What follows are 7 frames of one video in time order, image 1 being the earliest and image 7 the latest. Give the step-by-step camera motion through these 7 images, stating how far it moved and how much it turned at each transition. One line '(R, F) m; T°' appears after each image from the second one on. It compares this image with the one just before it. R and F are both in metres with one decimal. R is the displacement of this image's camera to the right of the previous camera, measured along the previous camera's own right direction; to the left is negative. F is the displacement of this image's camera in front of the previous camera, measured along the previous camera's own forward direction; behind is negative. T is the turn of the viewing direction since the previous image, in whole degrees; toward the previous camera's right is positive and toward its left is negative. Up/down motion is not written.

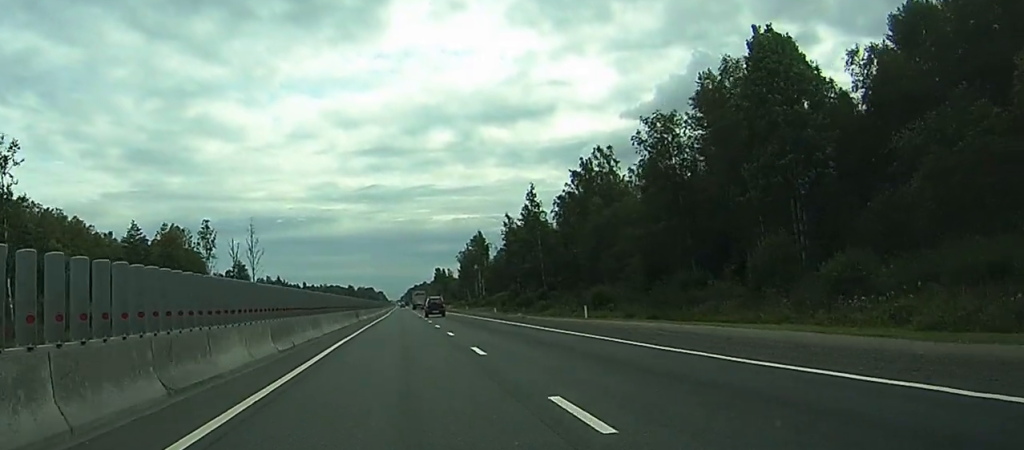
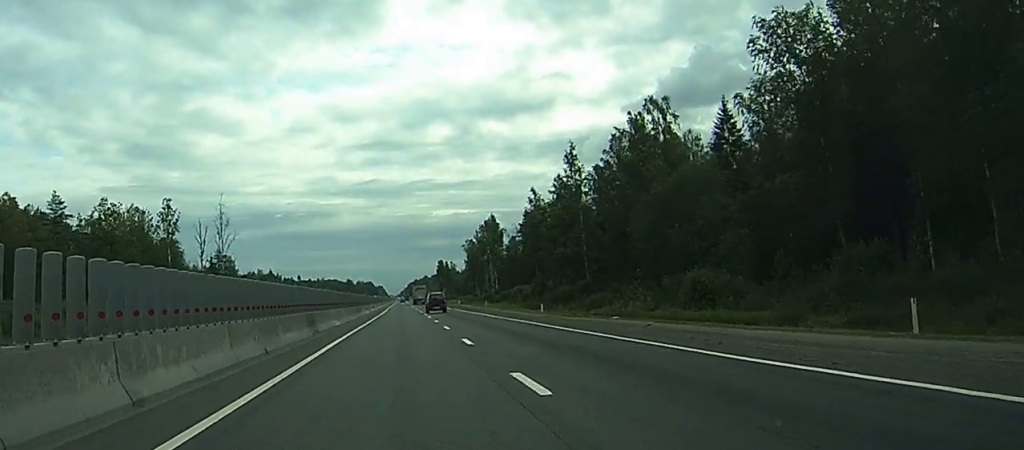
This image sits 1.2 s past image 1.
(0.0, +32.7) m; 0°
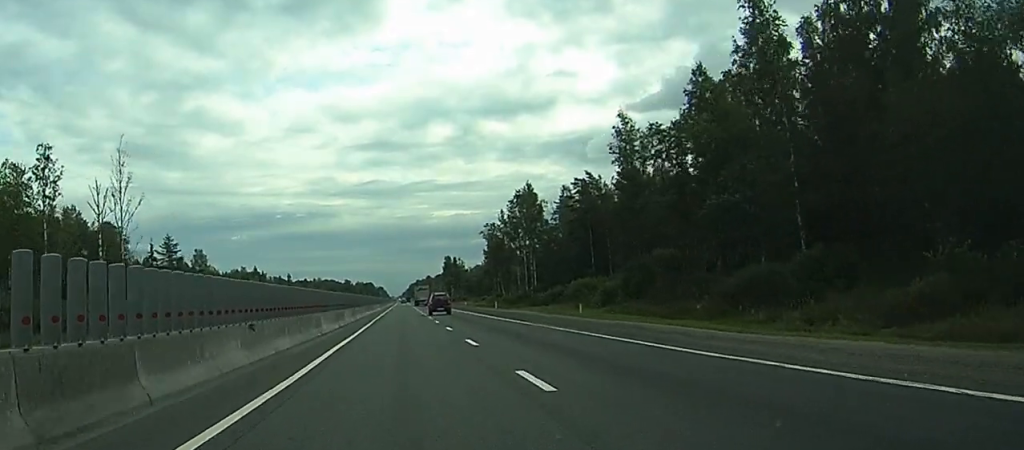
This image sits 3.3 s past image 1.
(0.0, +58.6) m; 0°
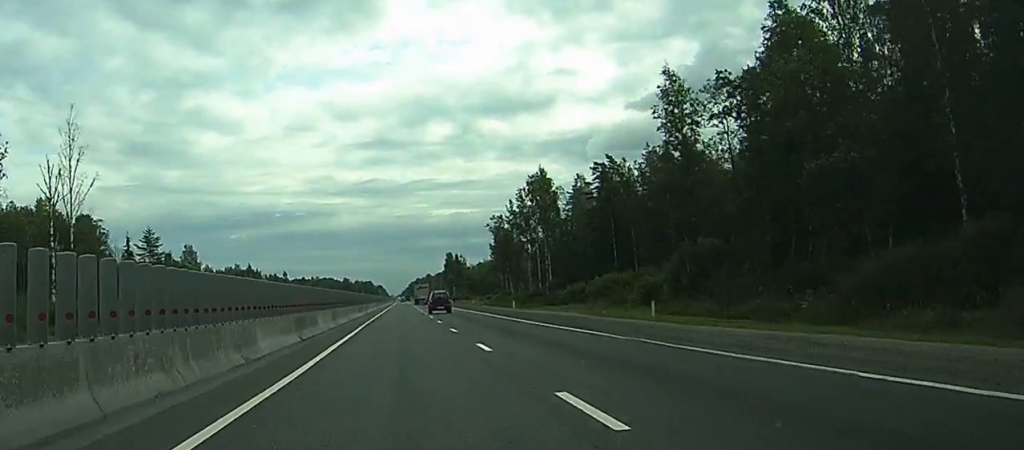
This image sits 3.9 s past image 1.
(0.0, +15.7) m; 0°
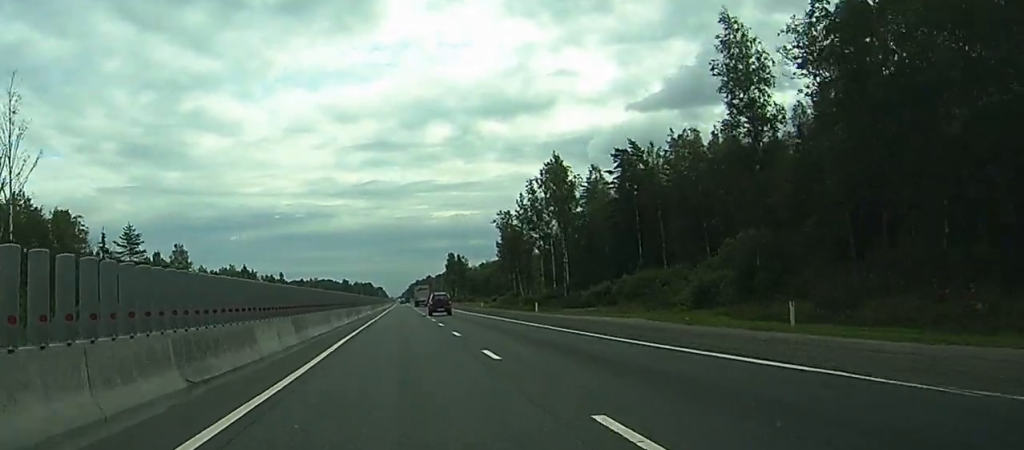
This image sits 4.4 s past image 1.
(0.0, +13.9) m; 0°
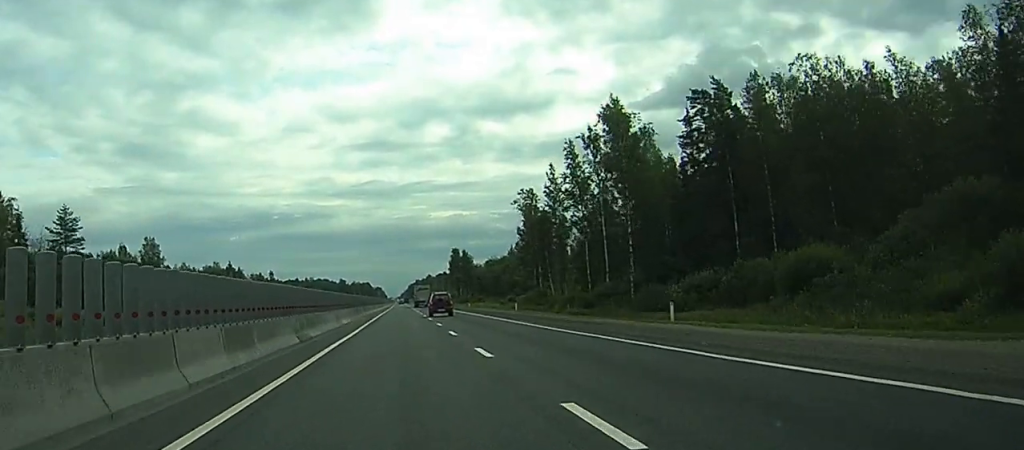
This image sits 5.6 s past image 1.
(0.0, +34.7) m; 0°
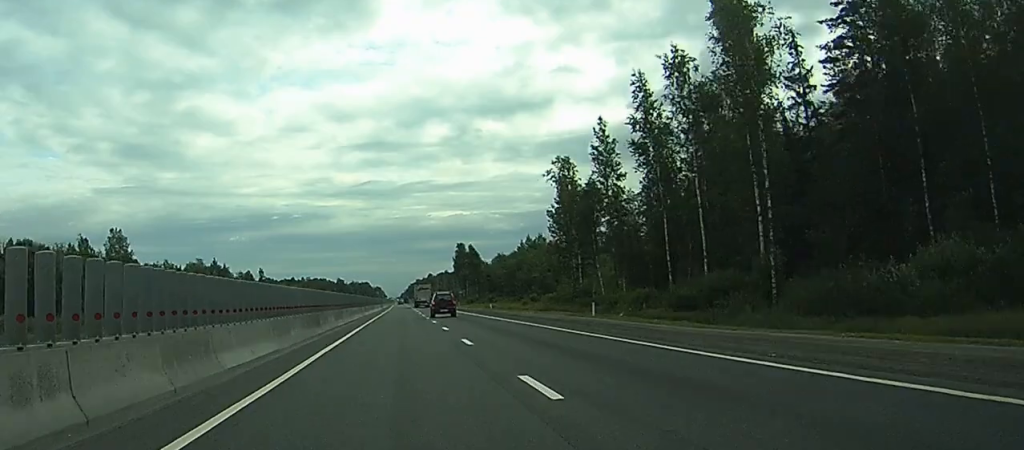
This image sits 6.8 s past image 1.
(+0.1, +32.2) m; 0°
